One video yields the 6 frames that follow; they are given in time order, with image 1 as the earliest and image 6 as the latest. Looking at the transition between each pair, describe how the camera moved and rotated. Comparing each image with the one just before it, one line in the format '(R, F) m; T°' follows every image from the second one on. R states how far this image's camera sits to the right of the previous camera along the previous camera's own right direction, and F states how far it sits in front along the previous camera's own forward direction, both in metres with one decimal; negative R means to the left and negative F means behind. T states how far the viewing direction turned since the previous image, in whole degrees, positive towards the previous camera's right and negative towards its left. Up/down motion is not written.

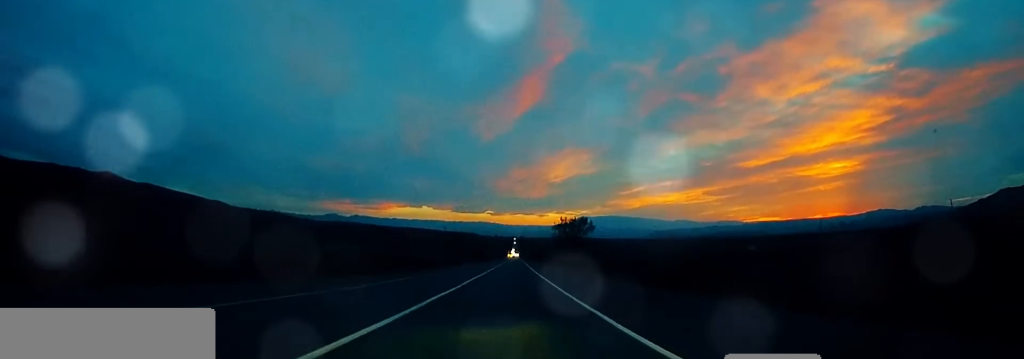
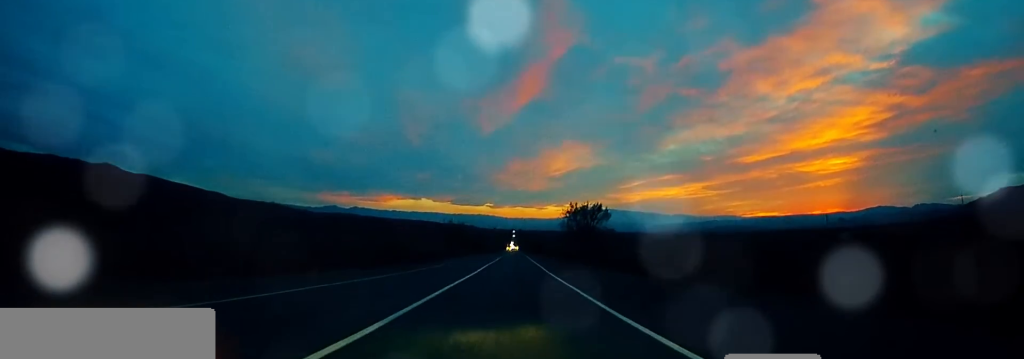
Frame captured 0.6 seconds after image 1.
(+0.6, +14.1) m; 0°
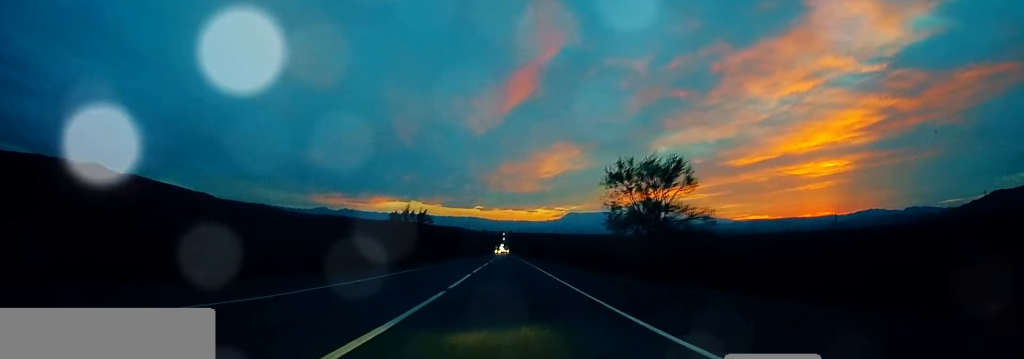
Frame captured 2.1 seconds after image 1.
(-0.8, +37.9) m; +1°
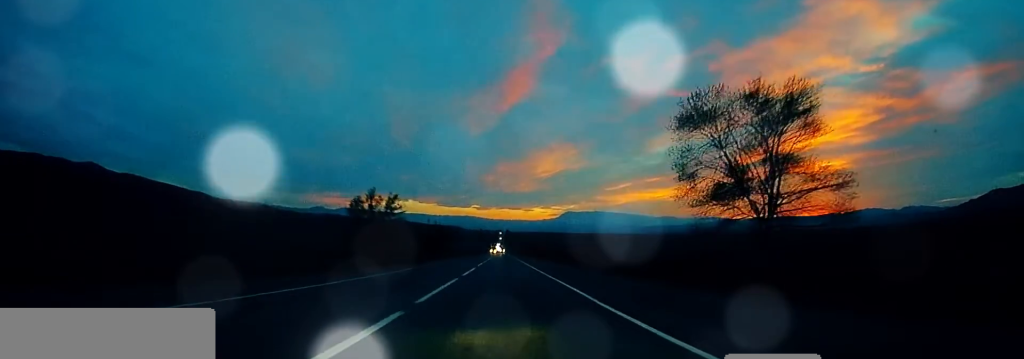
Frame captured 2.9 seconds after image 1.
(+0.3, +17.3) m; +1°
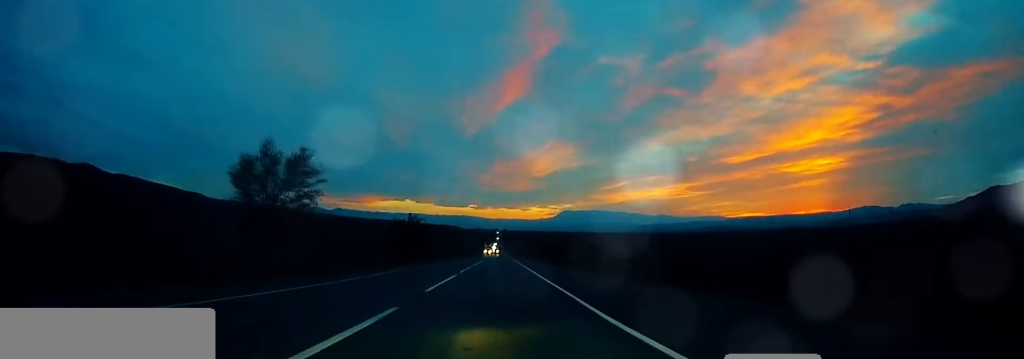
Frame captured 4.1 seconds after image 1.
(-0.1, +24.3) m; 0°
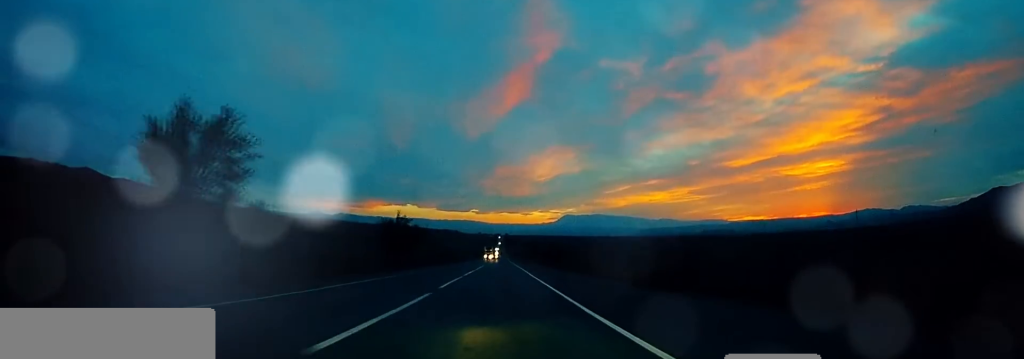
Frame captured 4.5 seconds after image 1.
(-0.4, +9.2) m; +1°
